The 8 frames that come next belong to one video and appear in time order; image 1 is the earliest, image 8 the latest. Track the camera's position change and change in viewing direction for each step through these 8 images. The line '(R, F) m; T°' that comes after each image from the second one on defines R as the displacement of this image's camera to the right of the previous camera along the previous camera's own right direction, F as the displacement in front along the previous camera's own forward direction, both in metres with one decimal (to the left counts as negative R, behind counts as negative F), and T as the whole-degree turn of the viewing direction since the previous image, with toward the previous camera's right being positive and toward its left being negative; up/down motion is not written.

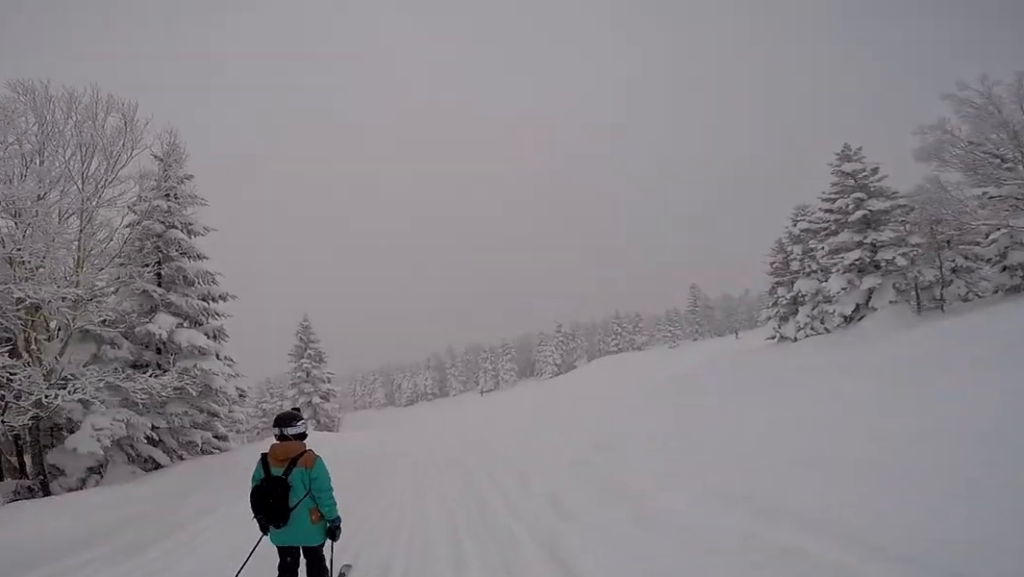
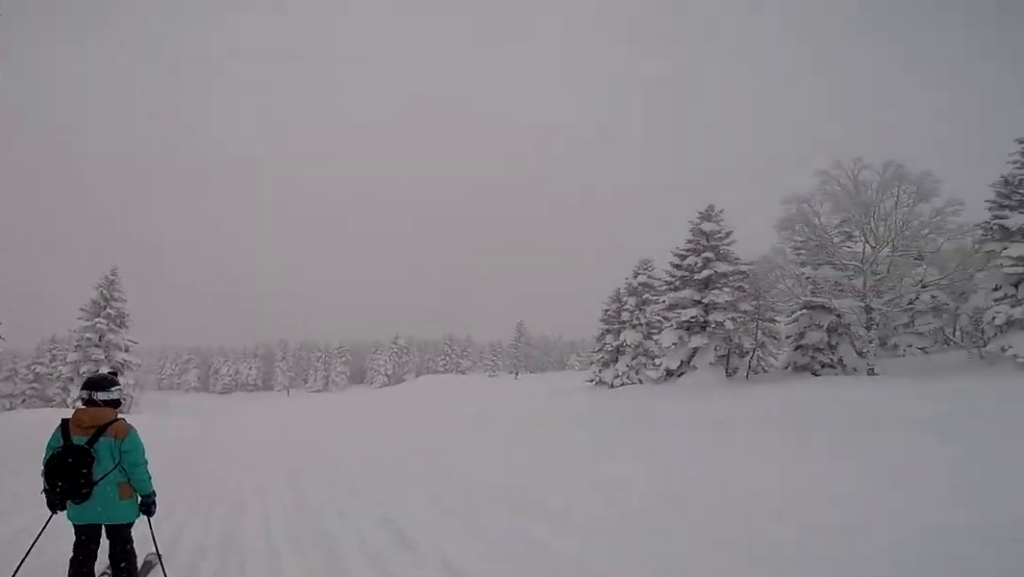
(-1.2, +2.7) m; 0°
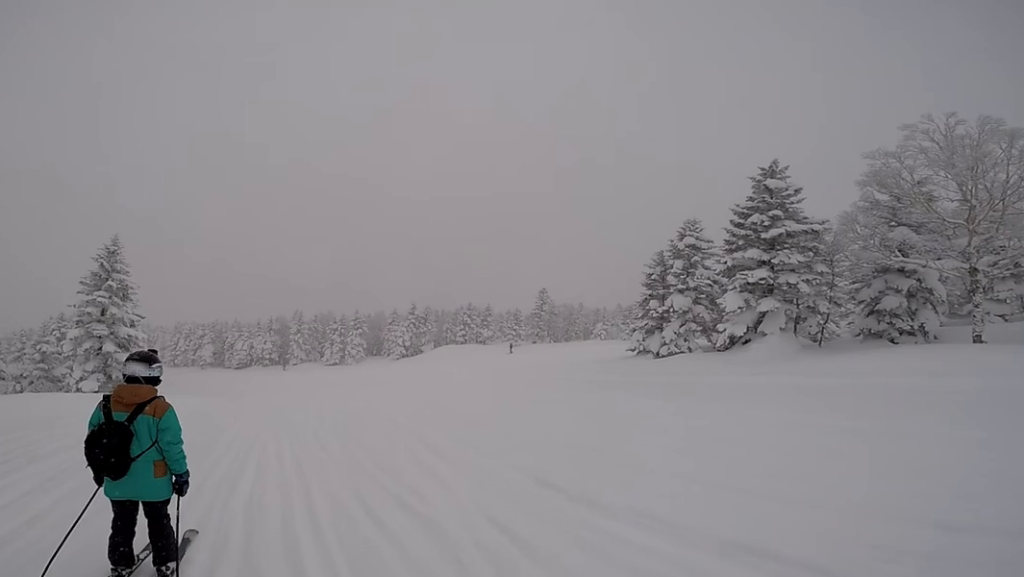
(+0.4, +2.5) m; 0°
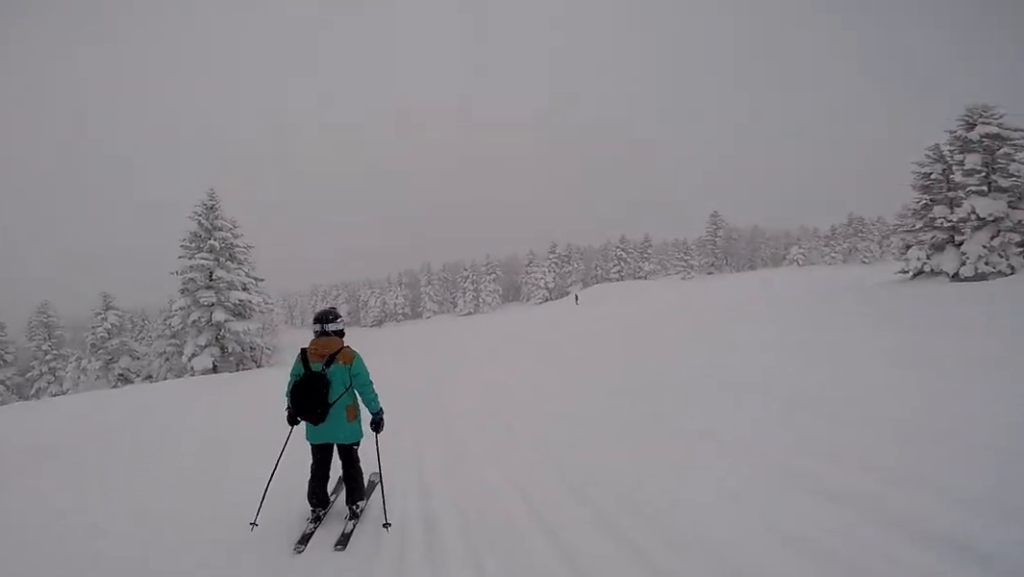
(-0.7, +6.2) m; -25°
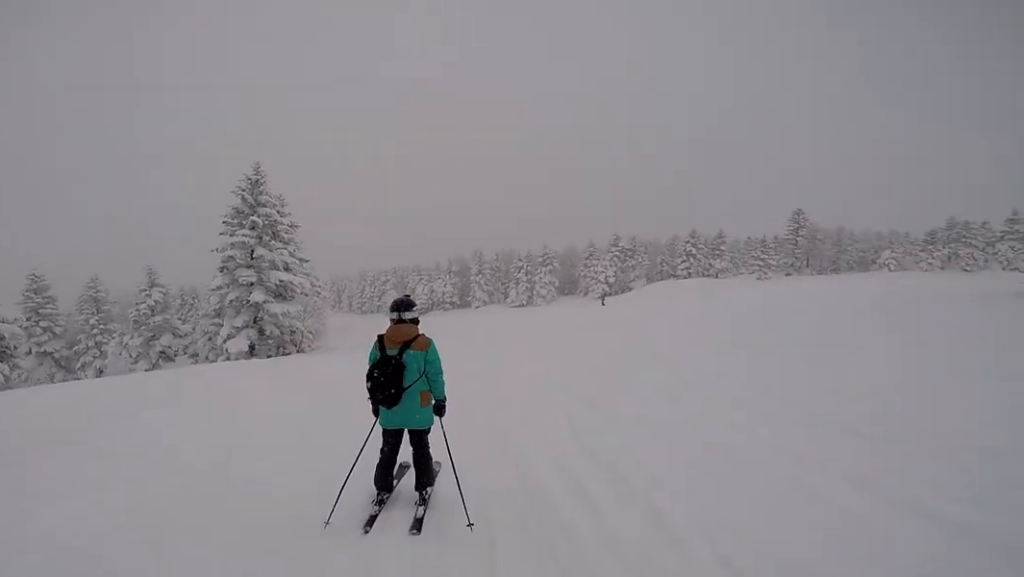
(-0.1, +2.1) m; +12°
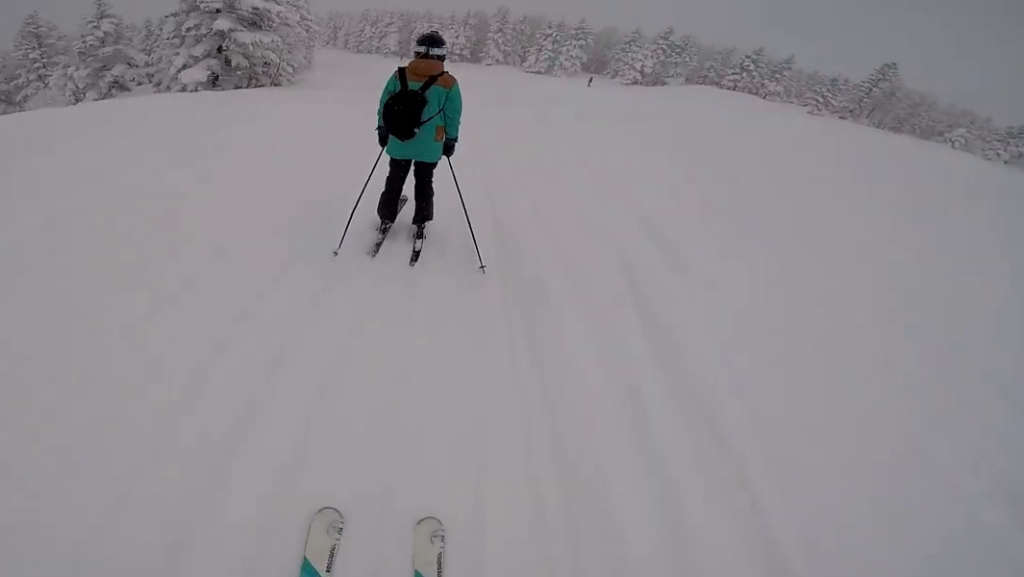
(-0.5, +2.0) m; +12°
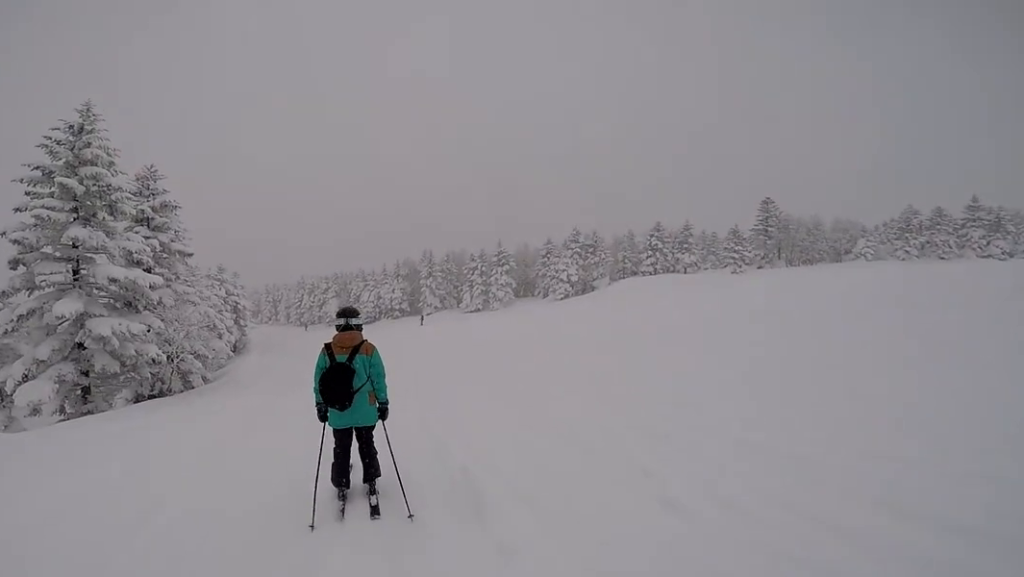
(+0.9, +6.0) m; +2°
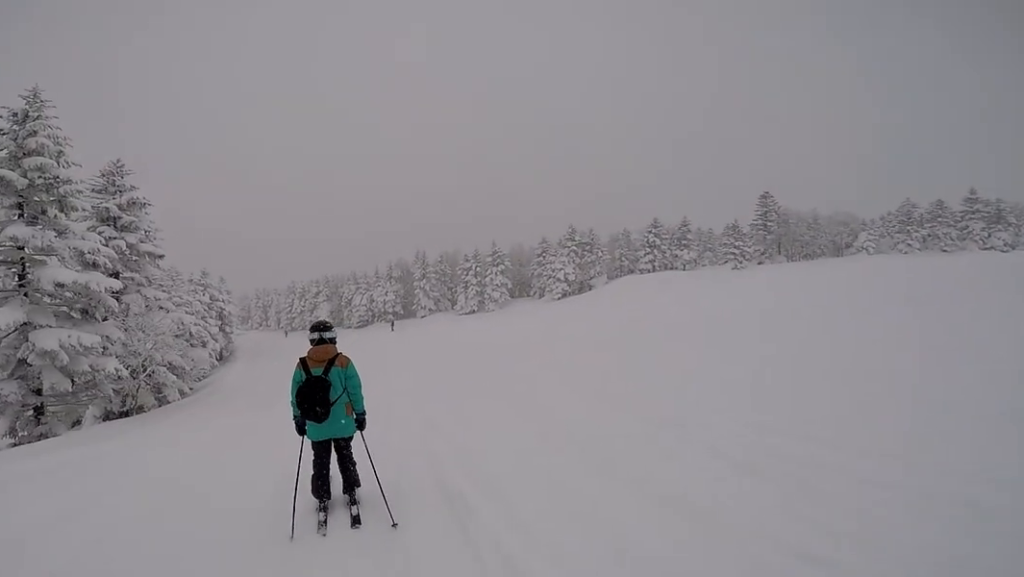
(-0.7, +1.6) m; 0°
